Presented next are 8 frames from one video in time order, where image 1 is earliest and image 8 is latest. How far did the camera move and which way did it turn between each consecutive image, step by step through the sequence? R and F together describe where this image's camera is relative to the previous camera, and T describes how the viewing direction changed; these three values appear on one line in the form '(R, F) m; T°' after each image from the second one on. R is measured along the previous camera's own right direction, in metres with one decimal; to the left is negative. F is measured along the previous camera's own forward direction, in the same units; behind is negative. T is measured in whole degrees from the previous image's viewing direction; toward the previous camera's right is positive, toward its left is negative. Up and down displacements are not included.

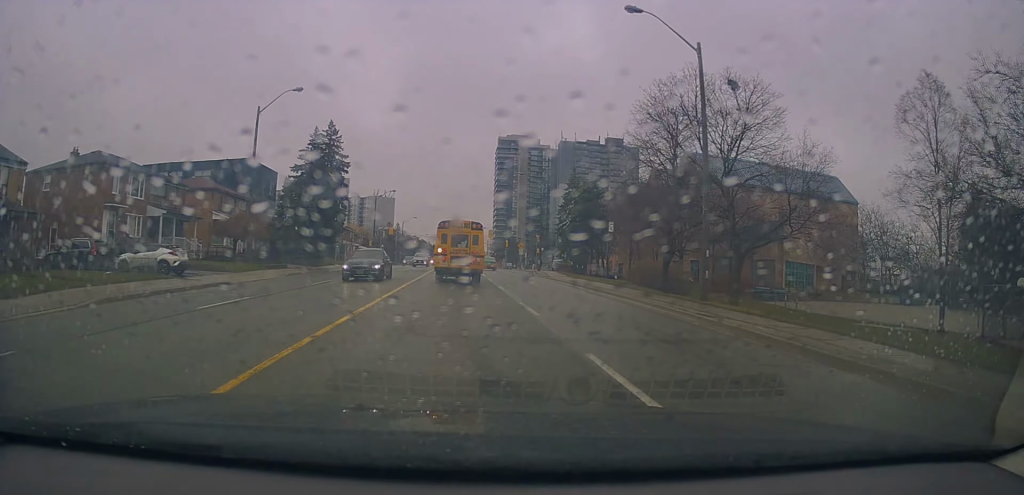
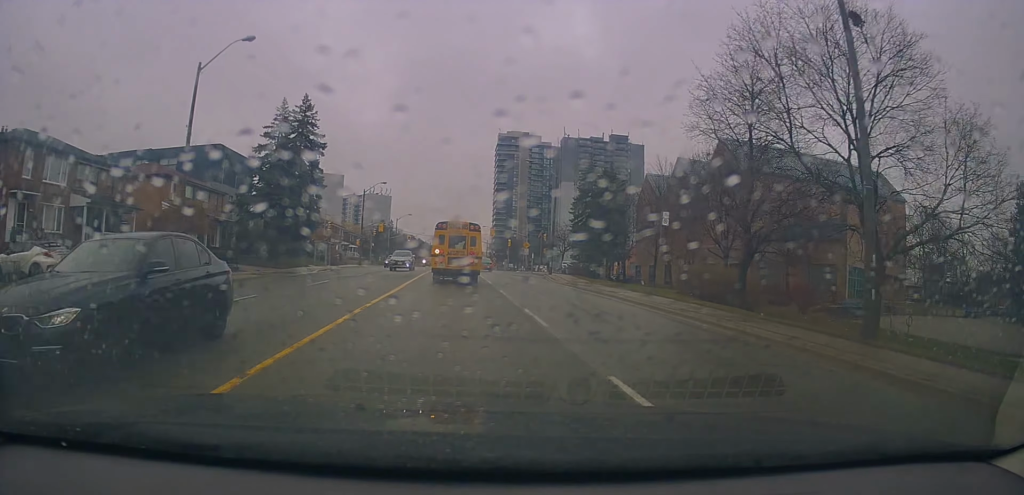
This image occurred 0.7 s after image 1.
(0.0, +9.7) m; -1°
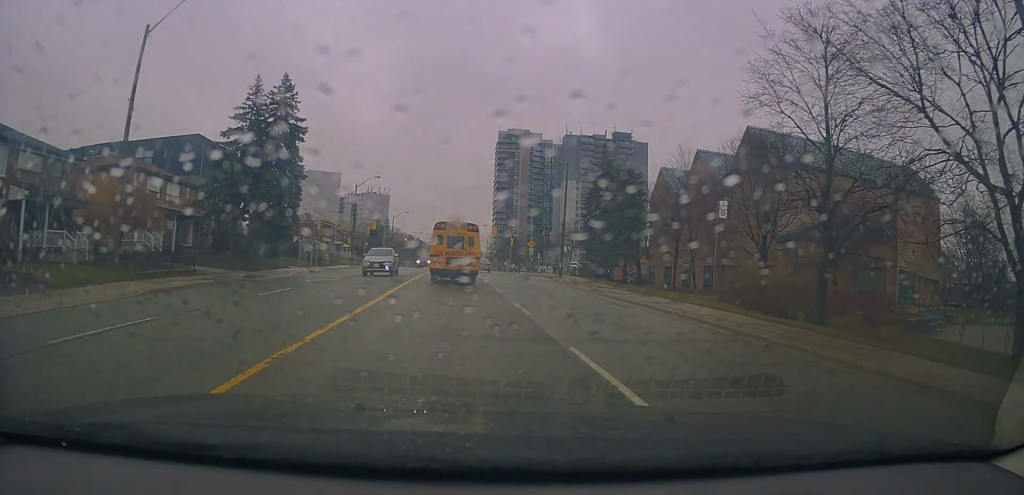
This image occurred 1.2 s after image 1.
(+0.3, +6.1) m; -1°
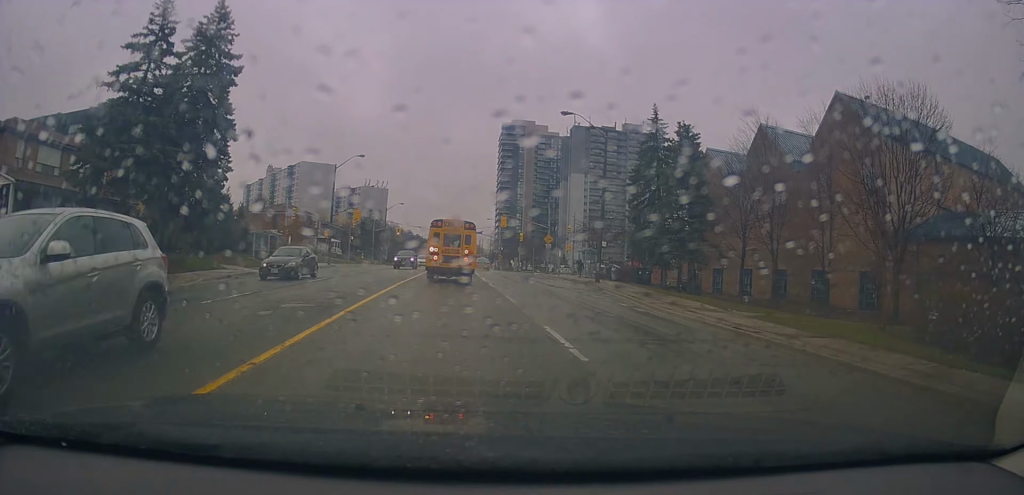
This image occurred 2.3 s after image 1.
(-0.8, +13.4) m; -1°
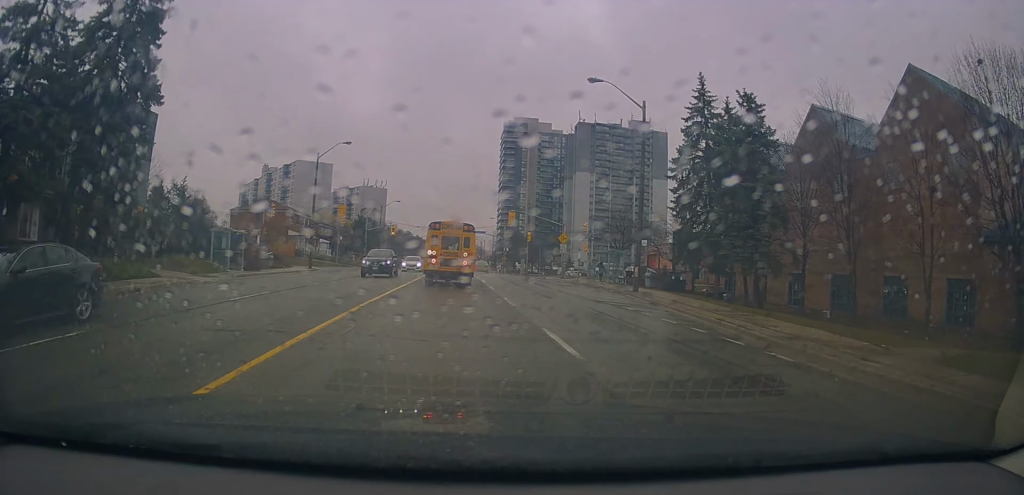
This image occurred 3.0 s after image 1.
(+0.4, +8.1) m; +3°
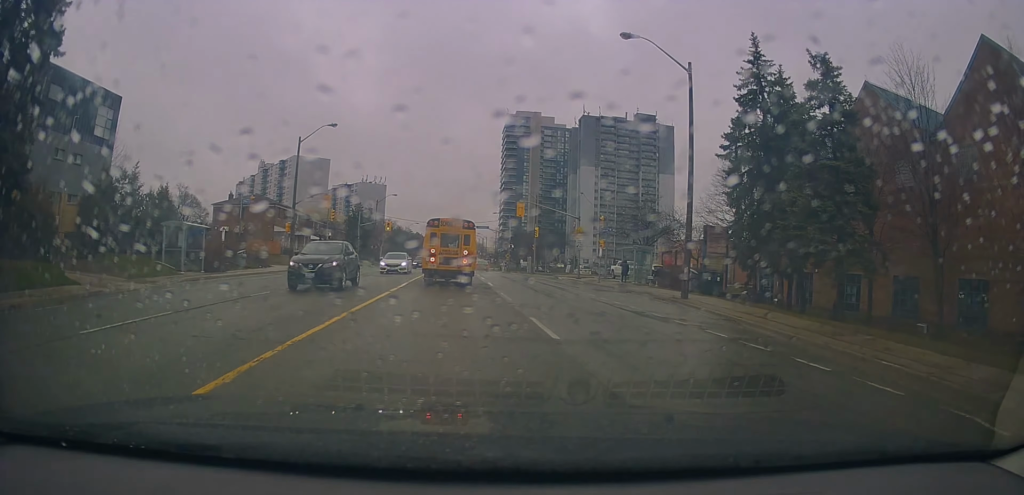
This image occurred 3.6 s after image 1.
(+0.1, +6.3) m; 0°
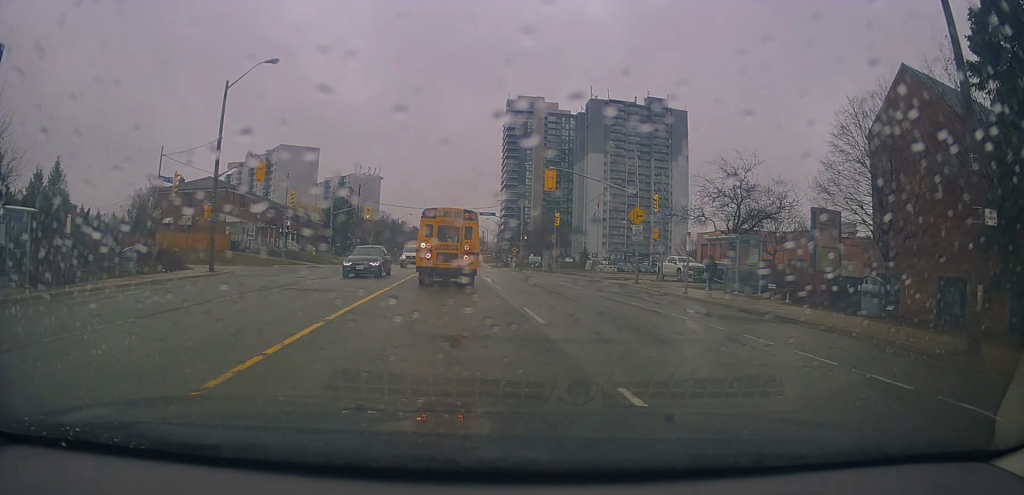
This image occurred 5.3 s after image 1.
(-1.2, +16.2) m; -7°
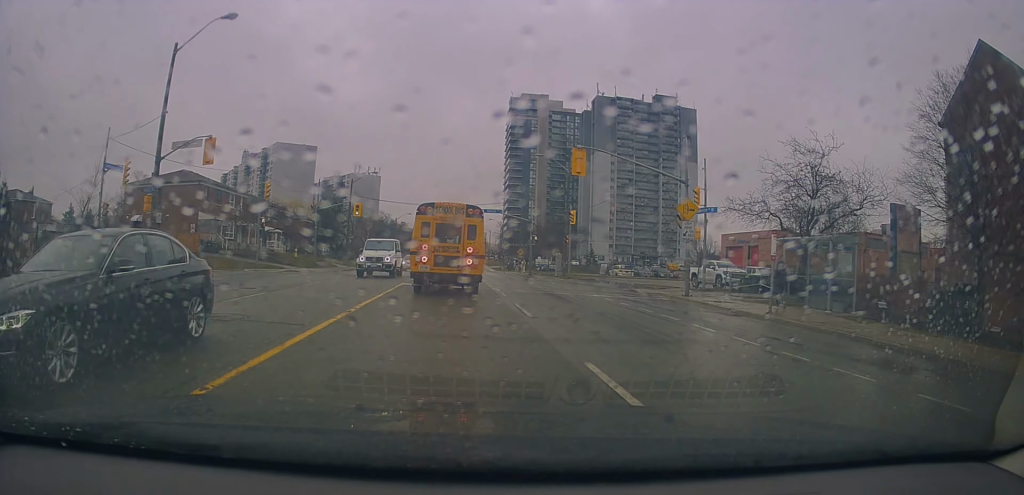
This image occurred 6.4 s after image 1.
(+0.5, +7.4) m; +2°
